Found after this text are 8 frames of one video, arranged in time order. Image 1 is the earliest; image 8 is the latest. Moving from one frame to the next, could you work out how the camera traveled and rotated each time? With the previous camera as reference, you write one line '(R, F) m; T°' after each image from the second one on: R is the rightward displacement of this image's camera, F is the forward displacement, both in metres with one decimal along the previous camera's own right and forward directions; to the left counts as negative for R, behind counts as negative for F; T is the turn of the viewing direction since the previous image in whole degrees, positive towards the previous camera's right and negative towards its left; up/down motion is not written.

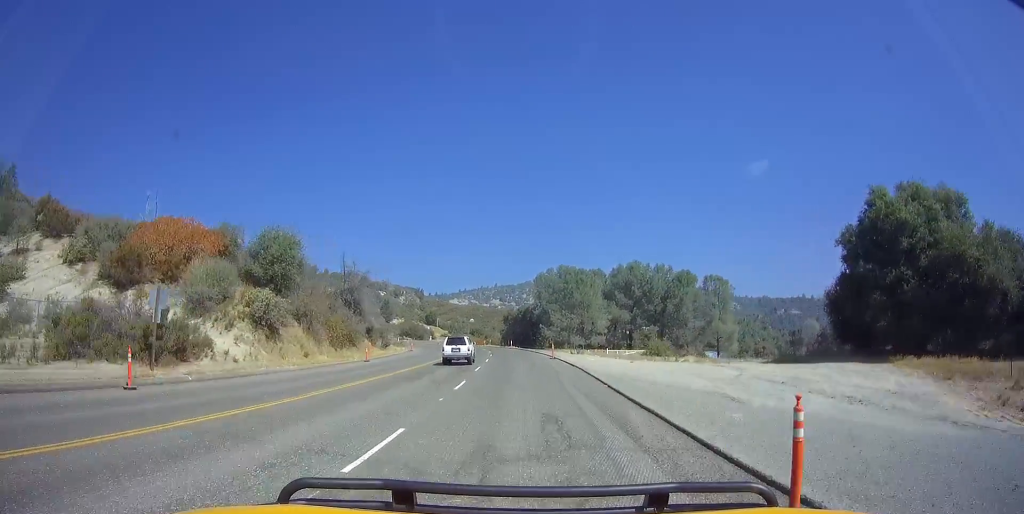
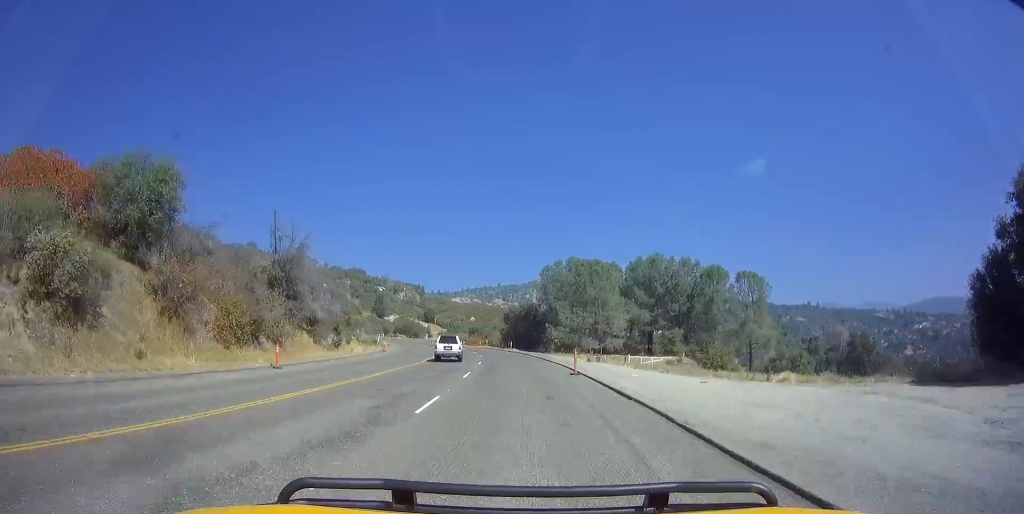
(-0.3, +14.7) m; 0°
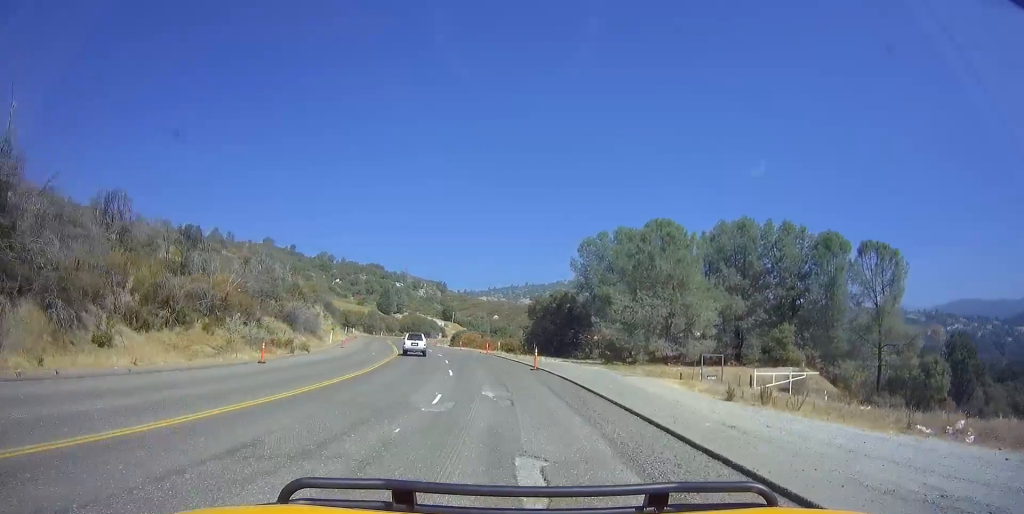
(+0.8, +30.0) m; -3°
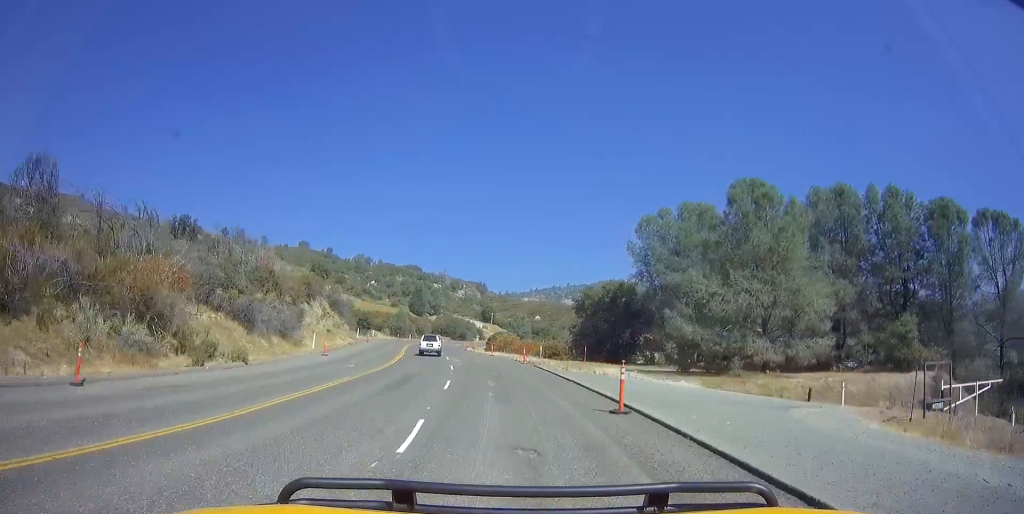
(-1.5, +14.3) m; -8°
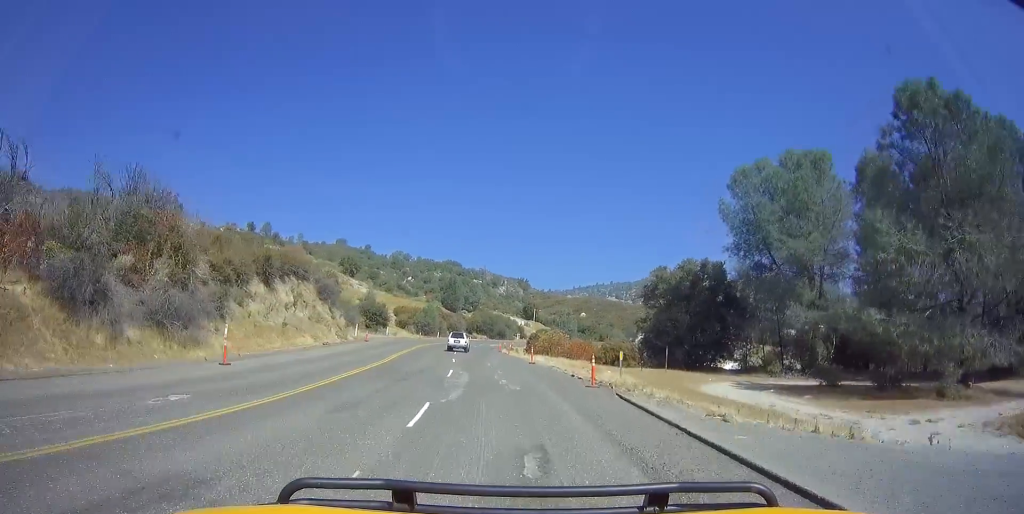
(-0.9, +17.9) m; -5°
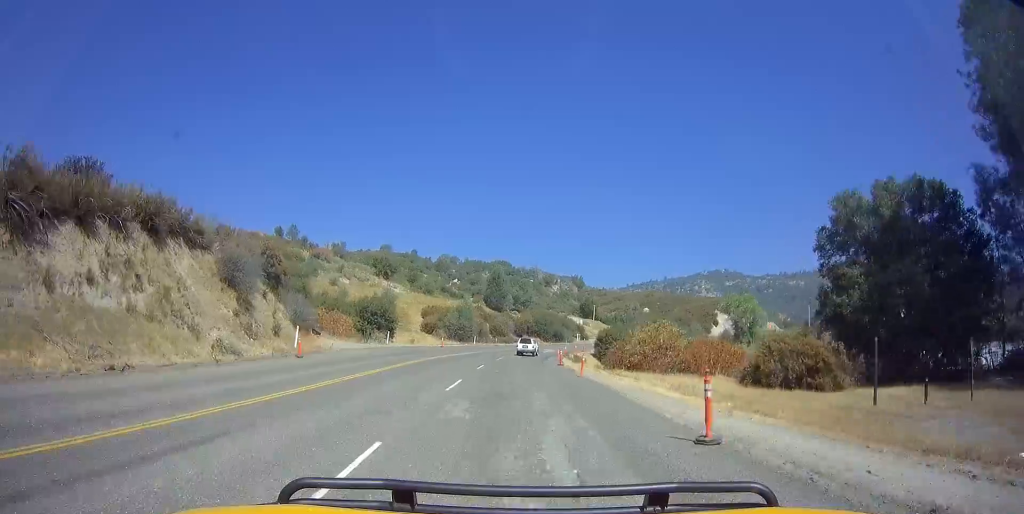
(-0.2, +26.3) m; +3°
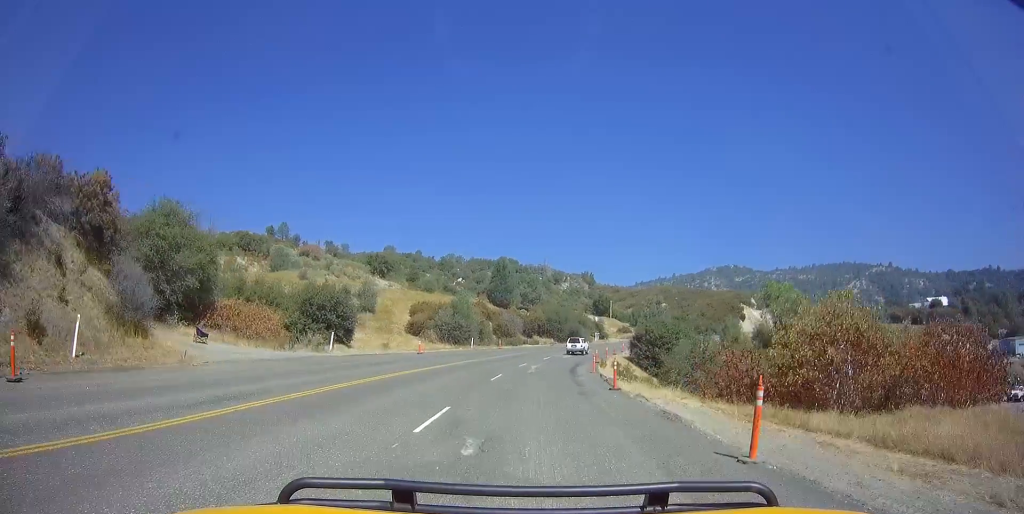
(+0.9, +17.7) m; +4°
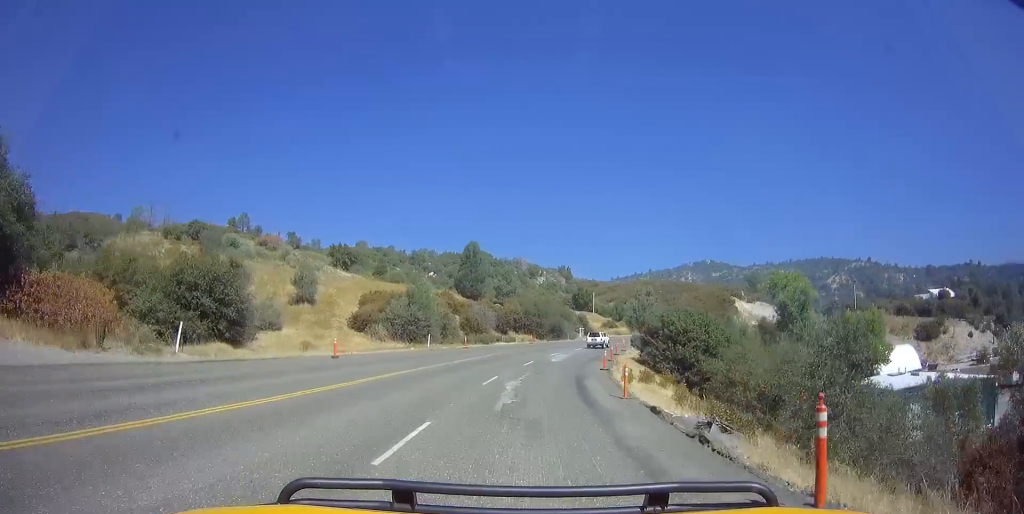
(+0.1, +14.3) m; +3°
